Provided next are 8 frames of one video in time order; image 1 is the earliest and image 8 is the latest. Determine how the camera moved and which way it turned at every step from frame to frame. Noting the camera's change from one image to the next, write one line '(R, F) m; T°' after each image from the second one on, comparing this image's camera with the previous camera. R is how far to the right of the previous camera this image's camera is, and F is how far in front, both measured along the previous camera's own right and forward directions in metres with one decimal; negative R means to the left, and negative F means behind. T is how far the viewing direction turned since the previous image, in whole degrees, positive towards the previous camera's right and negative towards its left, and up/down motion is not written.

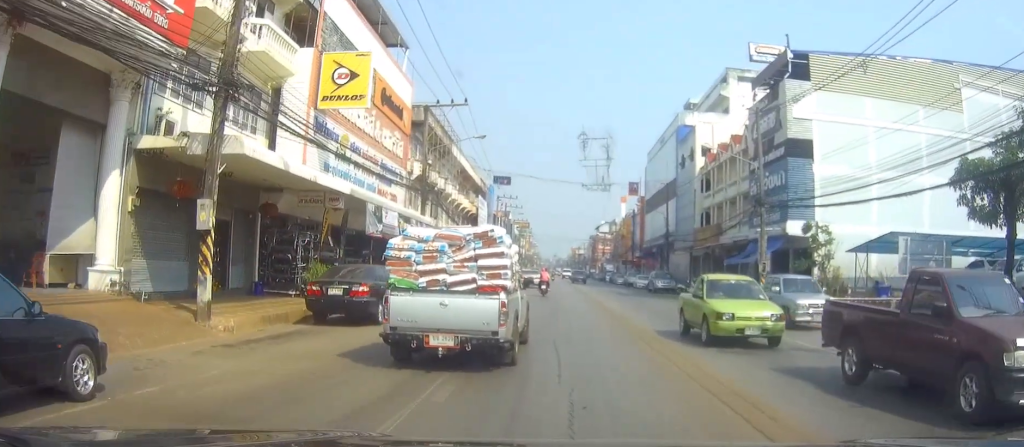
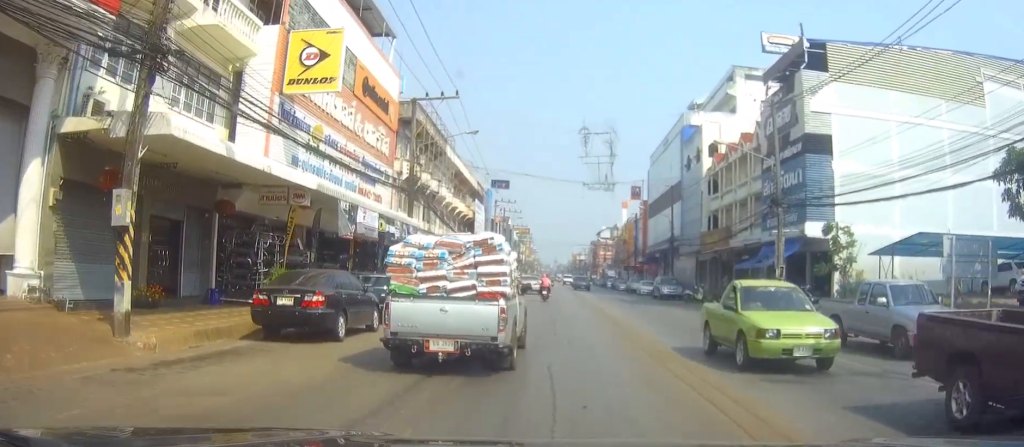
(0.0, +3.3) m; 0°
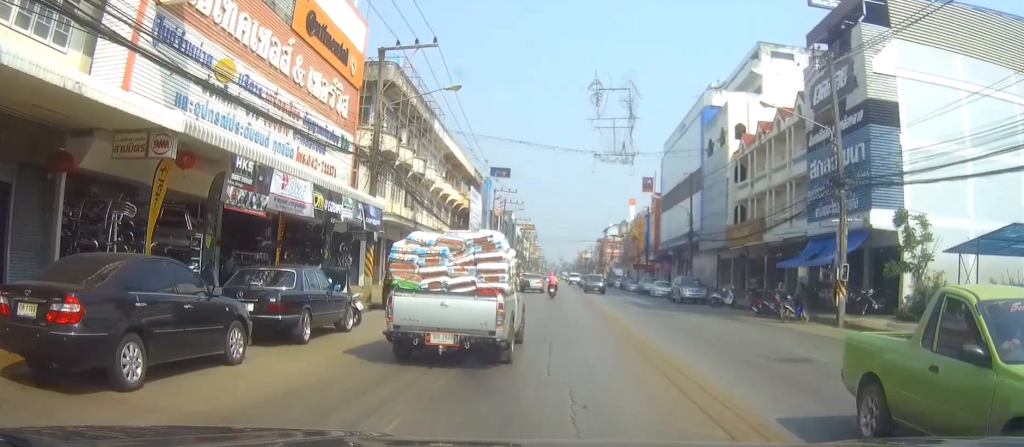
(0.0, +8.5) m; +1°
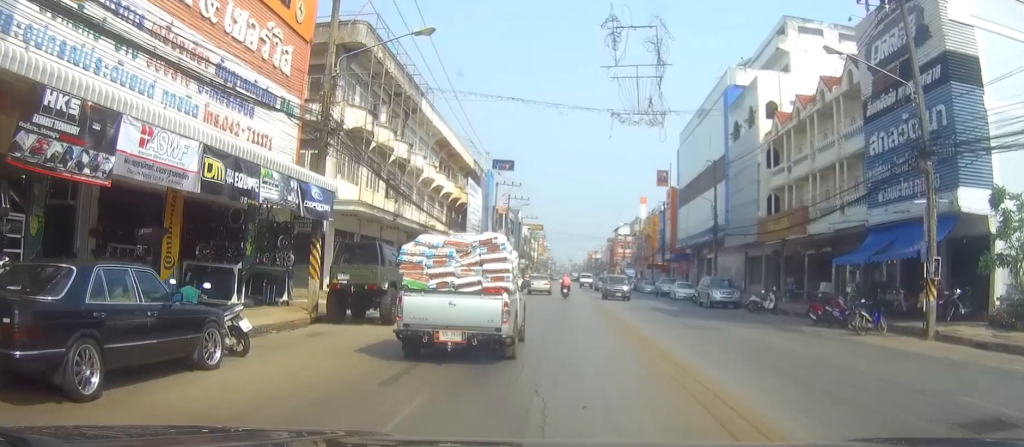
(+0.1, +7.2) m; -1°
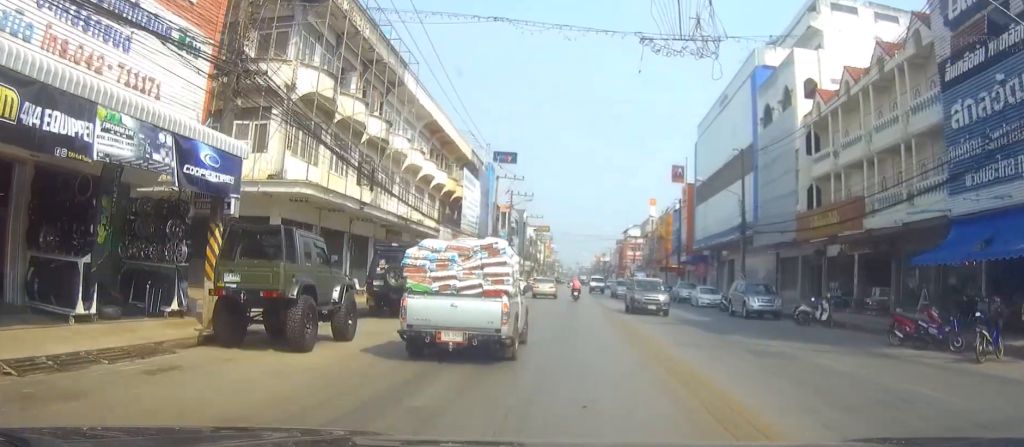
(-0.2, +7.0) m; -2°
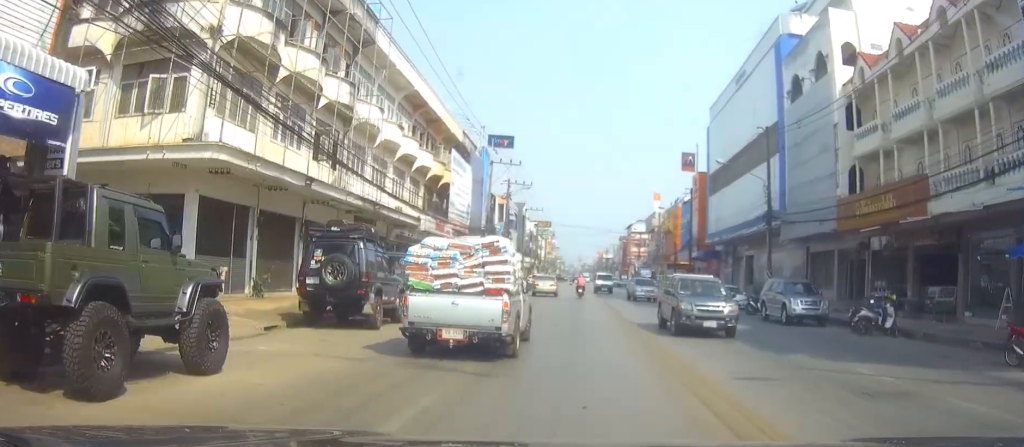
(0.0, +6.2) m; 0°
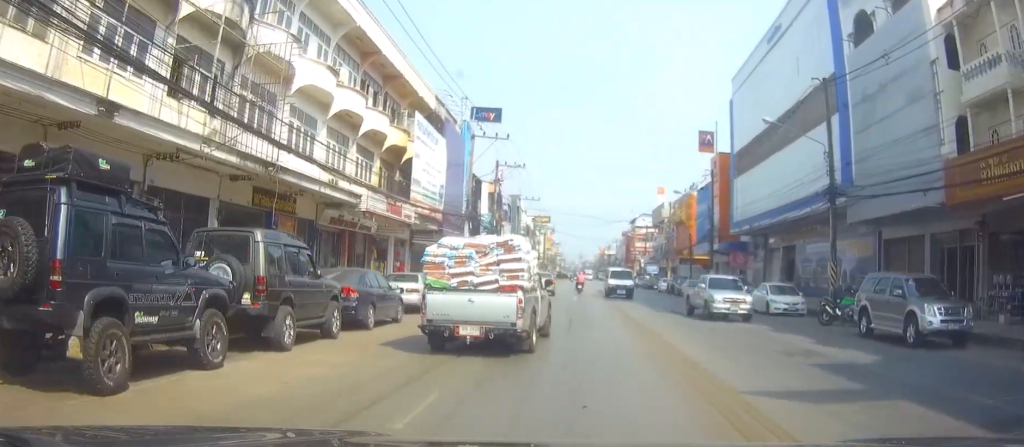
(-0.1, +11.0) m; -1°
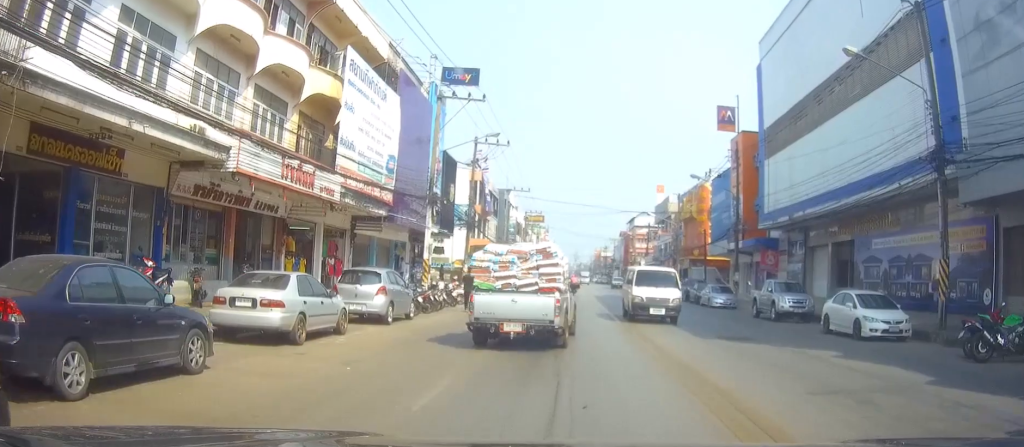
(0.0, +10.8) m; +1°
